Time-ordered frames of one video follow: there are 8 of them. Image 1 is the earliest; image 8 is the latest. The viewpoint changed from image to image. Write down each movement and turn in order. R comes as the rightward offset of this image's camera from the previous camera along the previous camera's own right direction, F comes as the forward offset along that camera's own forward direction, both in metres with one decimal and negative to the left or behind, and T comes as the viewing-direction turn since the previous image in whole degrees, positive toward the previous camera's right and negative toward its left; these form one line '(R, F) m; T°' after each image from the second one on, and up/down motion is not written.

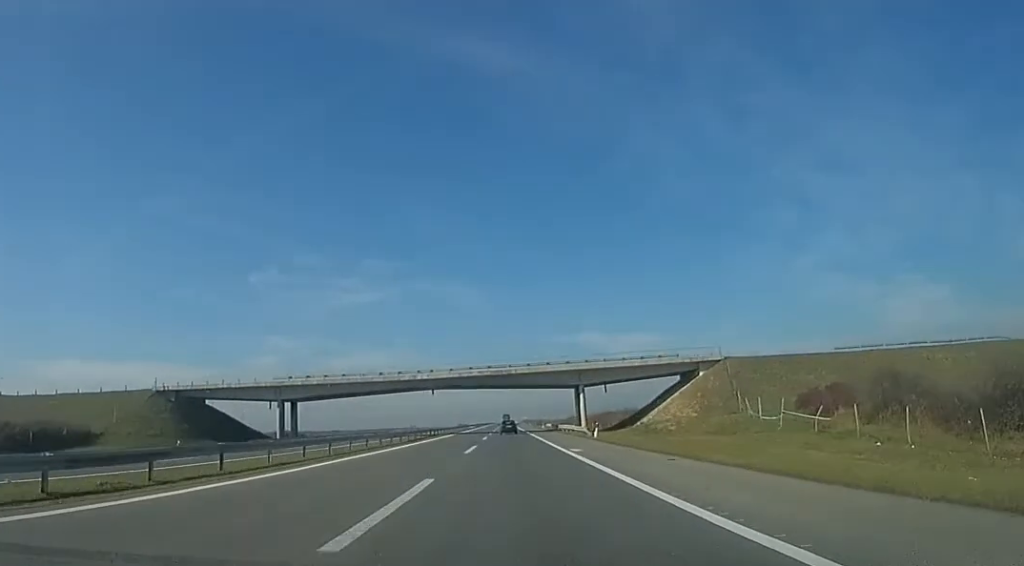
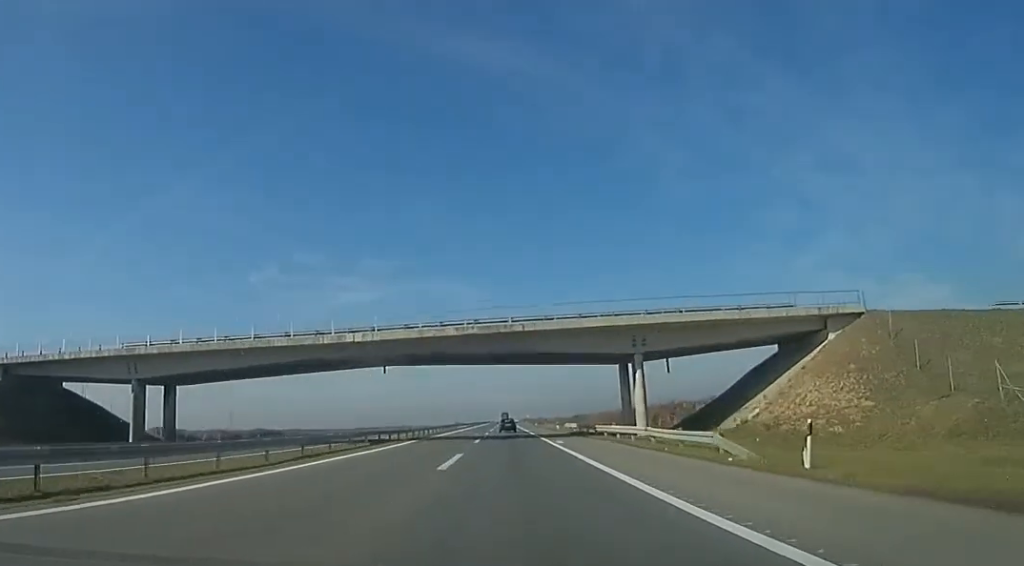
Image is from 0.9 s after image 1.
(0.0, +28.3) m; 0°
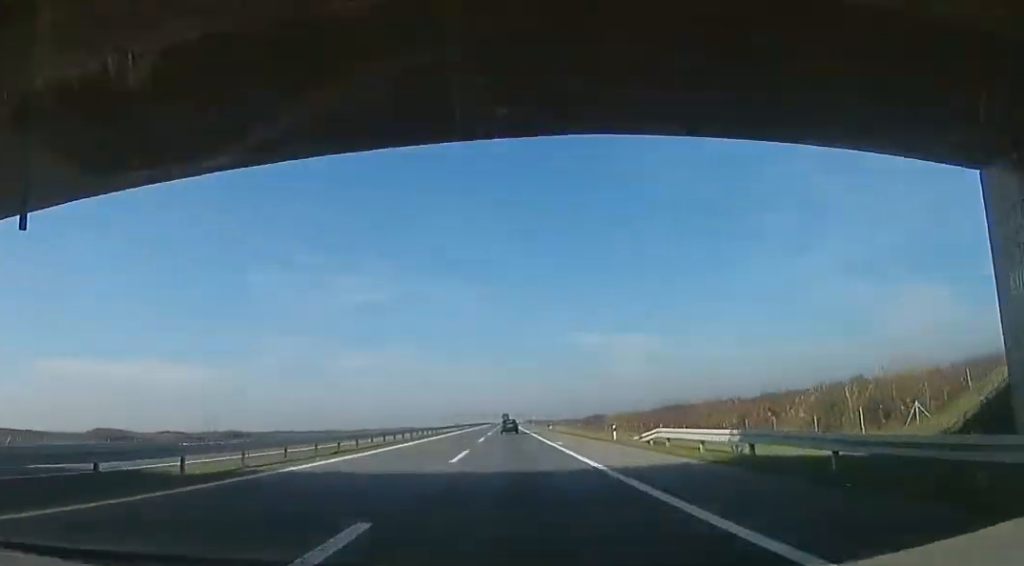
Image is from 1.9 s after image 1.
(0.0, +34.3) m; 0°
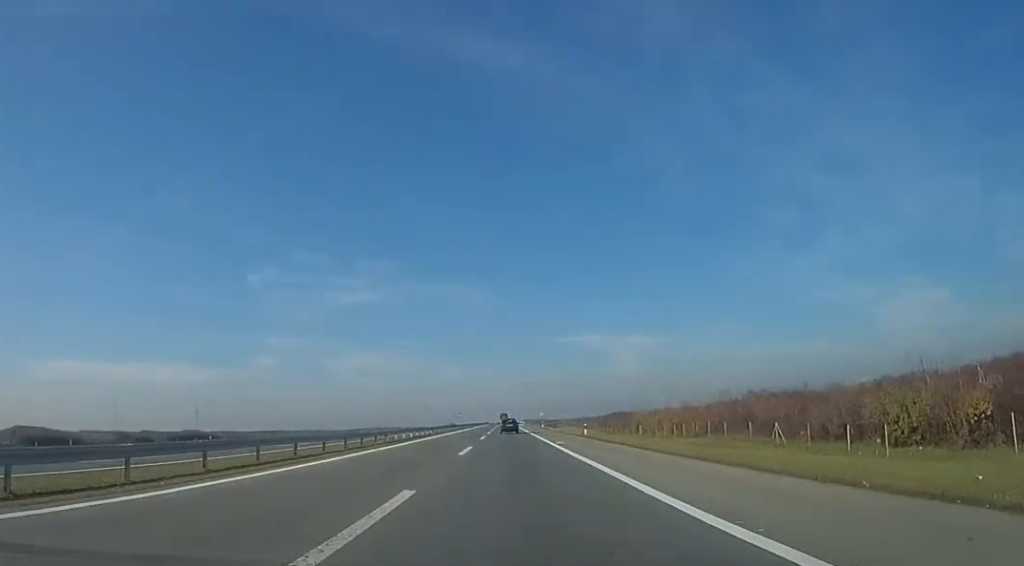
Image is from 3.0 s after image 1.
(0.0, +34.7) m; 0°
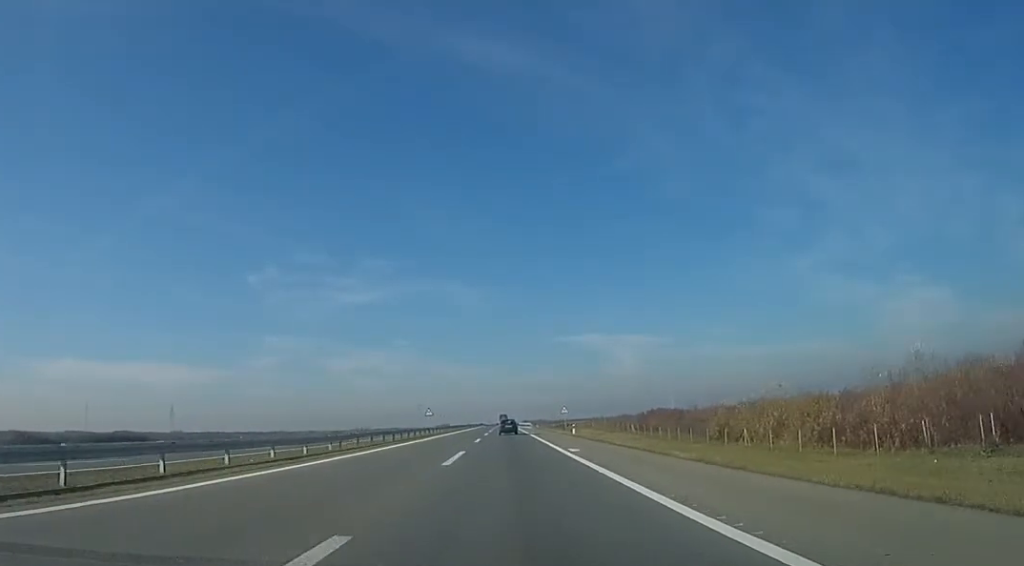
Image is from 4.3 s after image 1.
(-0.2, +42.1) m; 0°
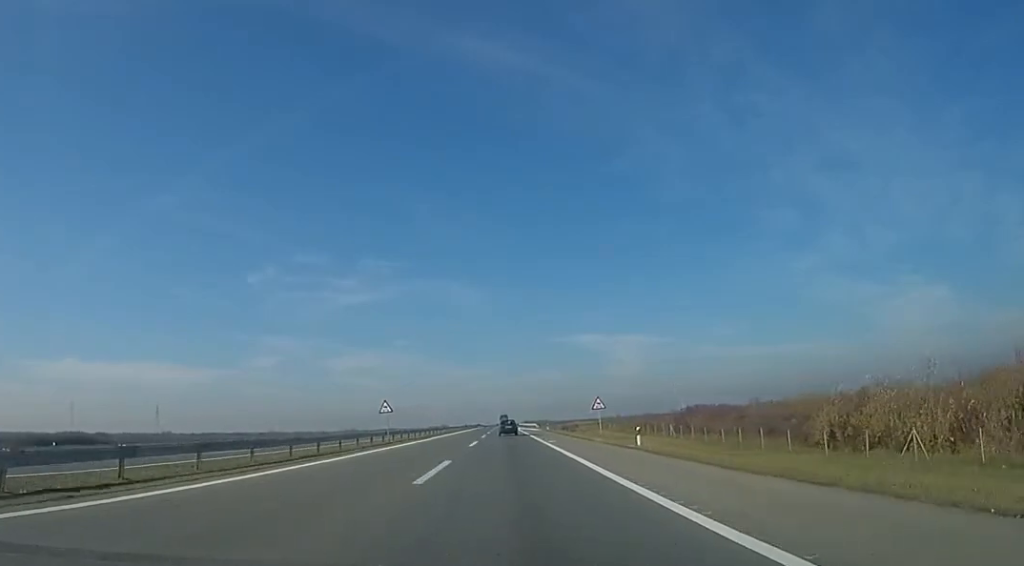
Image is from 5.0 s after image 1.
(-0.1, +23.8) m; 0°
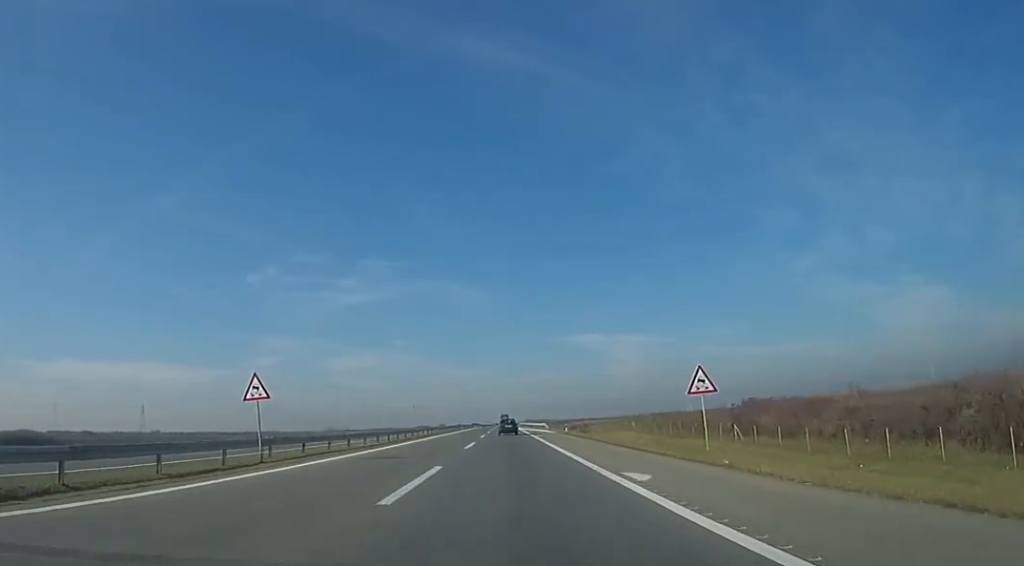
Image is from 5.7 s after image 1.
(-0.1, +22.2) m; +1°
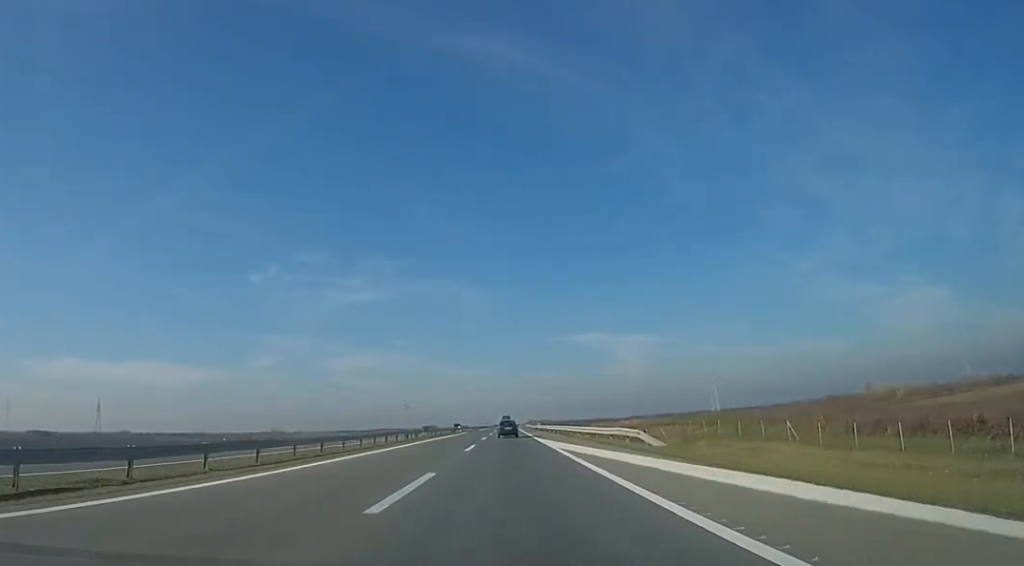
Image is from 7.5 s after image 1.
(+1.5, +57.2) m; -1°
